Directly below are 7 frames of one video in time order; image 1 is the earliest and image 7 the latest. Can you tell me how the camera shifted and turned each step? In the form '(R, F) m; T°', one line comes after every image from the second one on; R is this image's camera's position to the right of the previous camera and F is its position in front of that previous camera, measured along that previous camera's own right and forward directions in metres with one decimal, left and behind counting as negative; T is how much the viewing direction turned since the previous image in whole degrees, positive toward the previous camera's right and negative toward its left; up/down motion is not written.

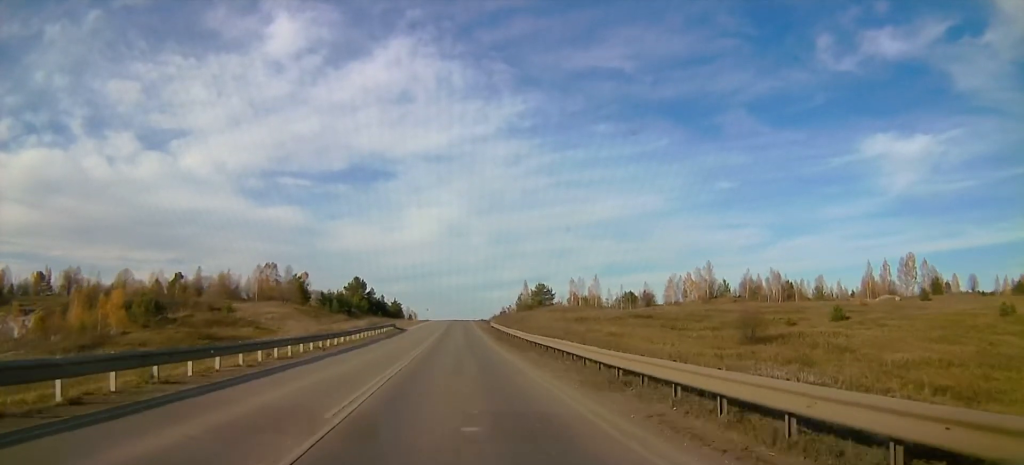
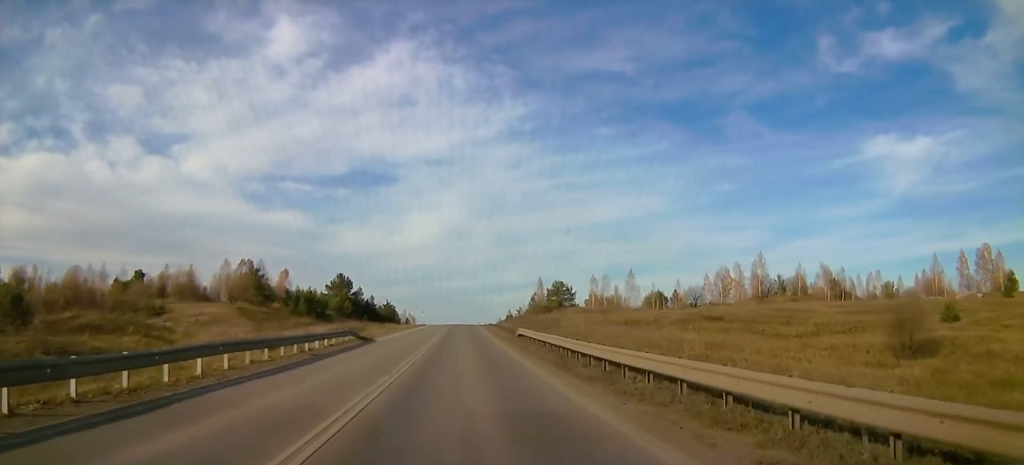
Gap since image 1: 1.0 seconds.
(0.0, +27.7) m; 0°
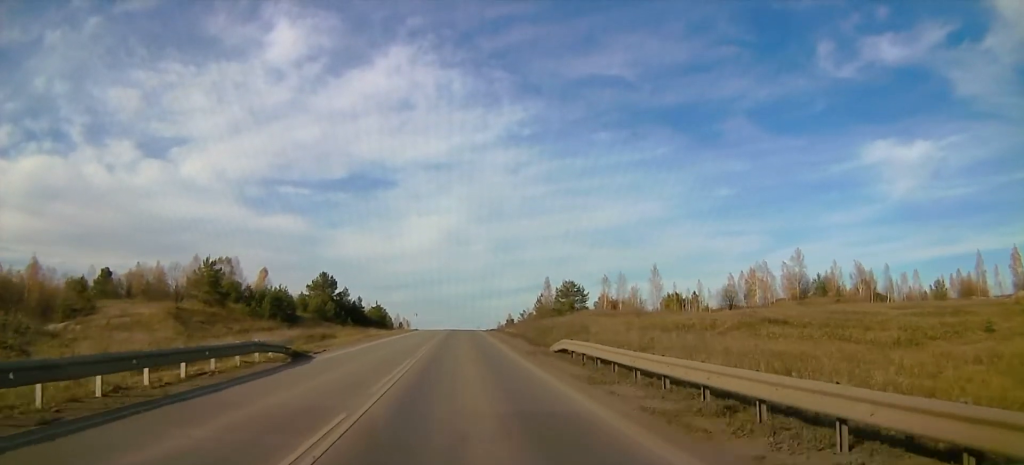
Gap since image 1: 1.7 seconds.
(0.0, +17.0) m; 0°
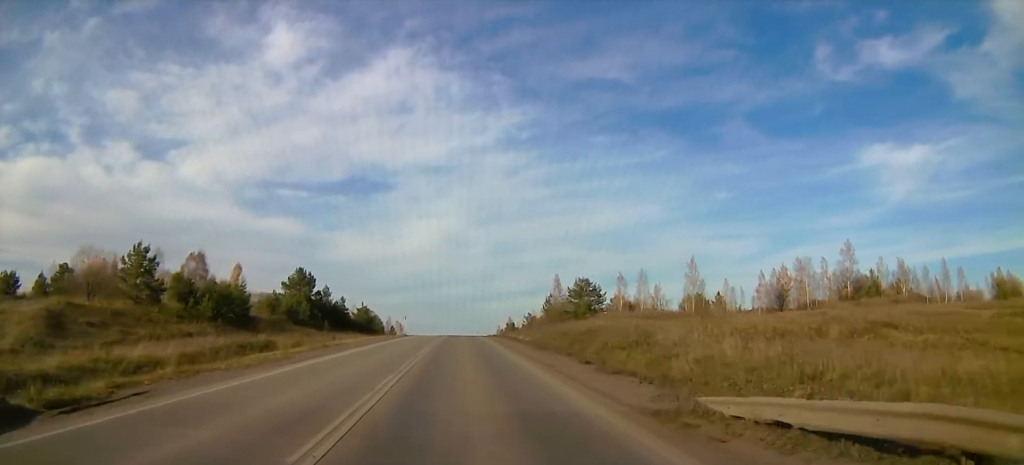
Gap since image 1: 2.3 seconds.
(0.0, +17.8) m; 0°
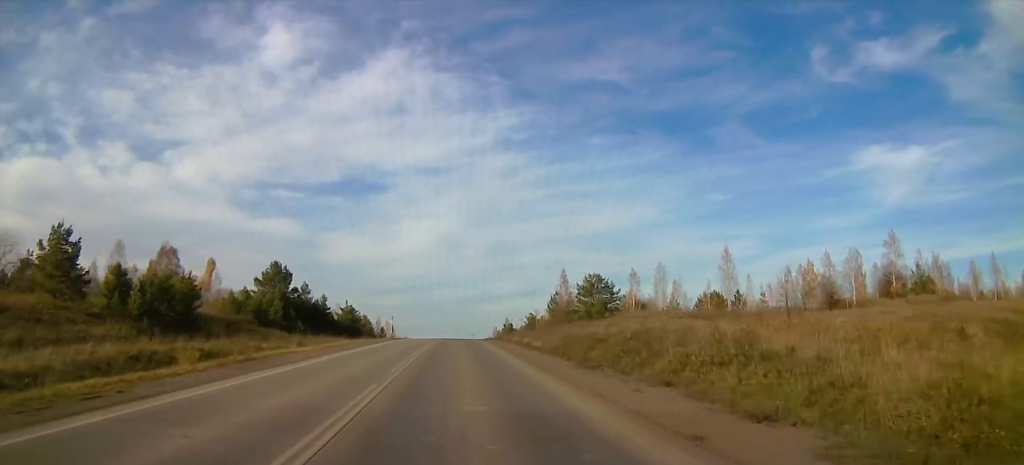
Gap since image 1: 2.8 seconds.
(0.0, +13.4) m; 0°
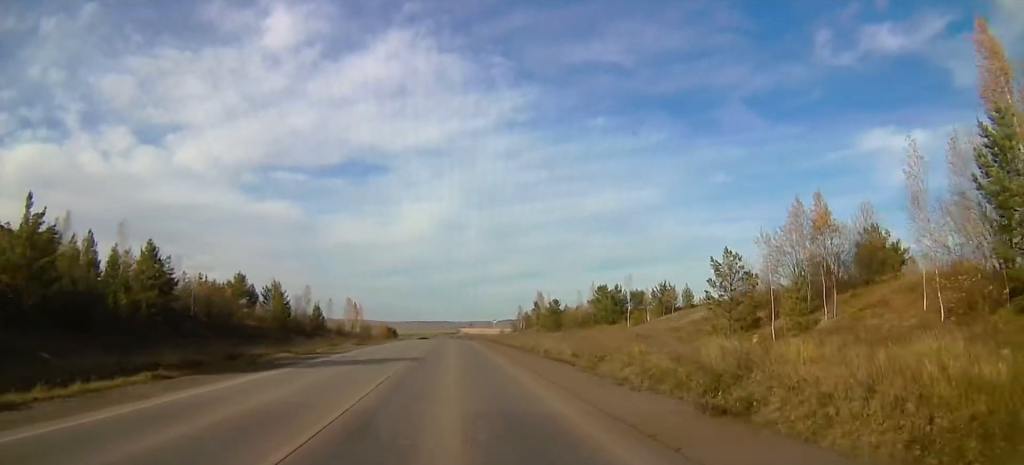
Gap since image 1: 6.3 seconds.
(-0.1, +95.5) m; 0°
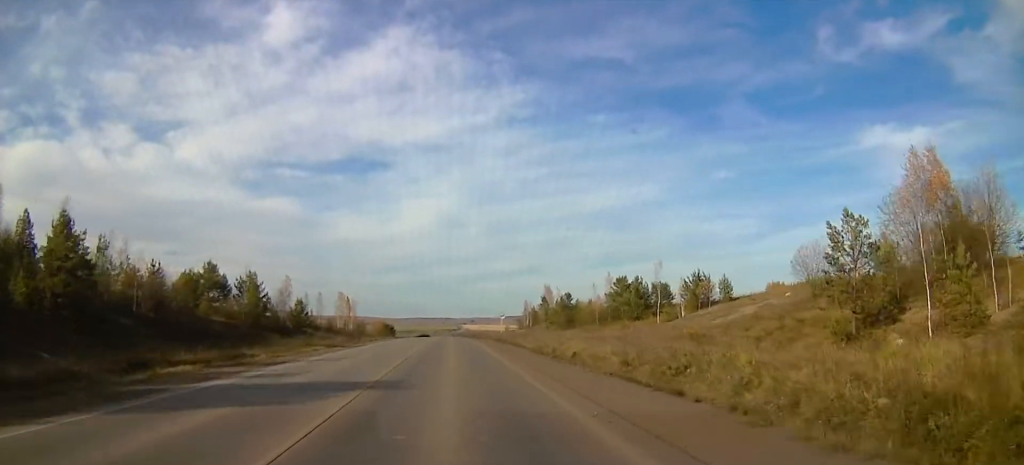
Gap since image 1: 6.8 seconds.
(0.0, +12.7) m; 0°
